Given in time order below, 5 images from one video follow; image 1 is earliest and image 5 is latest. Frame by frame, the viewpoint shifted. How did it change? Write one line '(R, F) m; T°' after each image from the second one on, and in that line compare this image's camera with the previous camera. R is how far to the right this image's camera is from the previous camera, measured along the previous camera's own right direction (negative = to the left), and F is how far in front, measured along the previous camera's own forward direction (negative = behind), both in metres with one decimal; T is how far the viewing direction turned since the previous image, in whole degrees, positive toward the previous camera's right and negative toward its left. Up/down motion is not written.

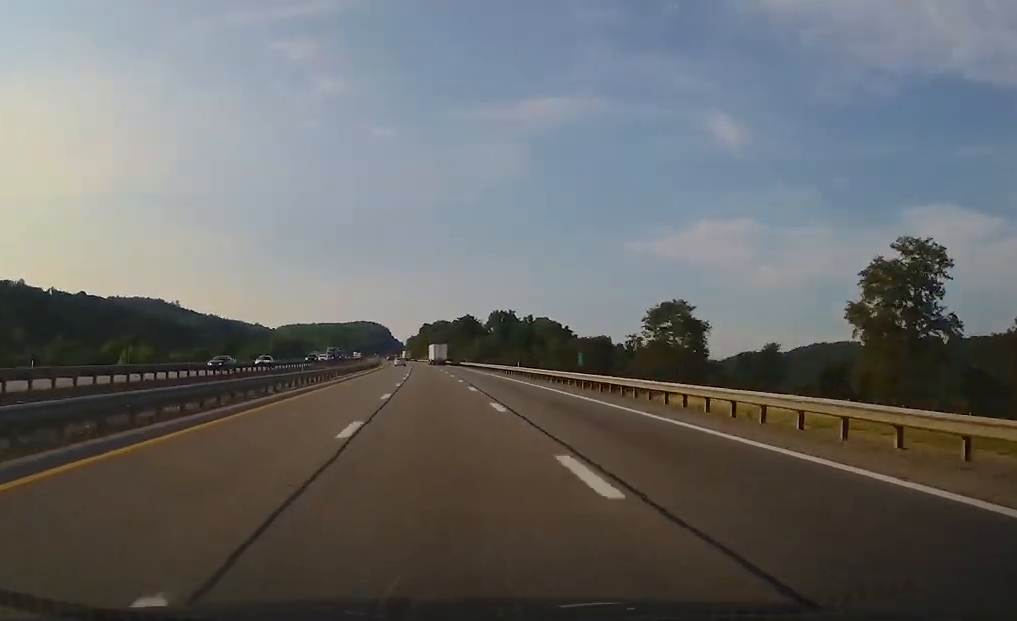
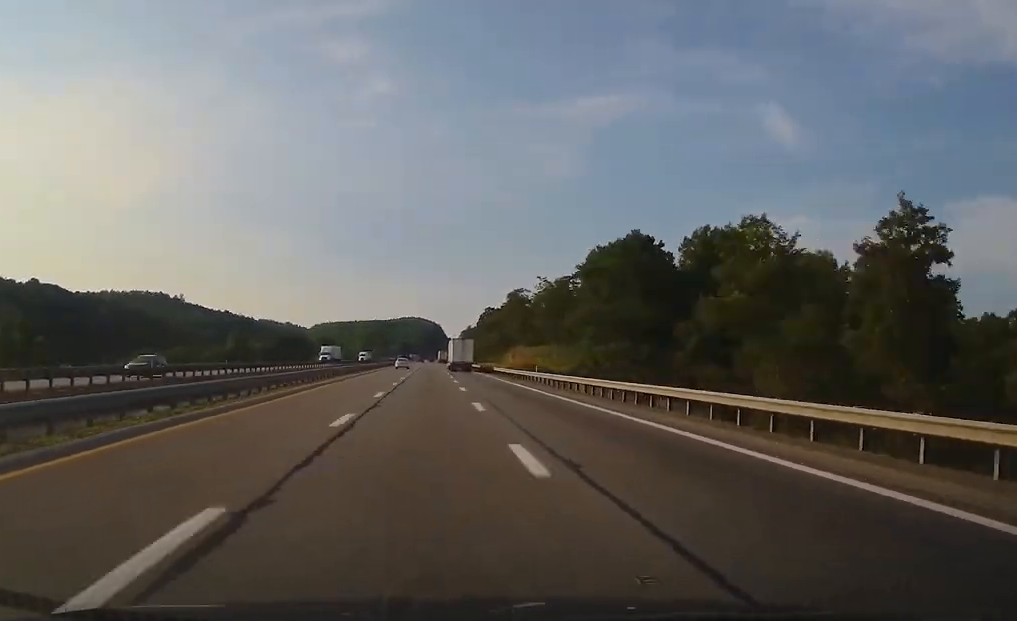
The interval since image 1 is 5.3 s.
(-5.5, +189.1) m; -3°
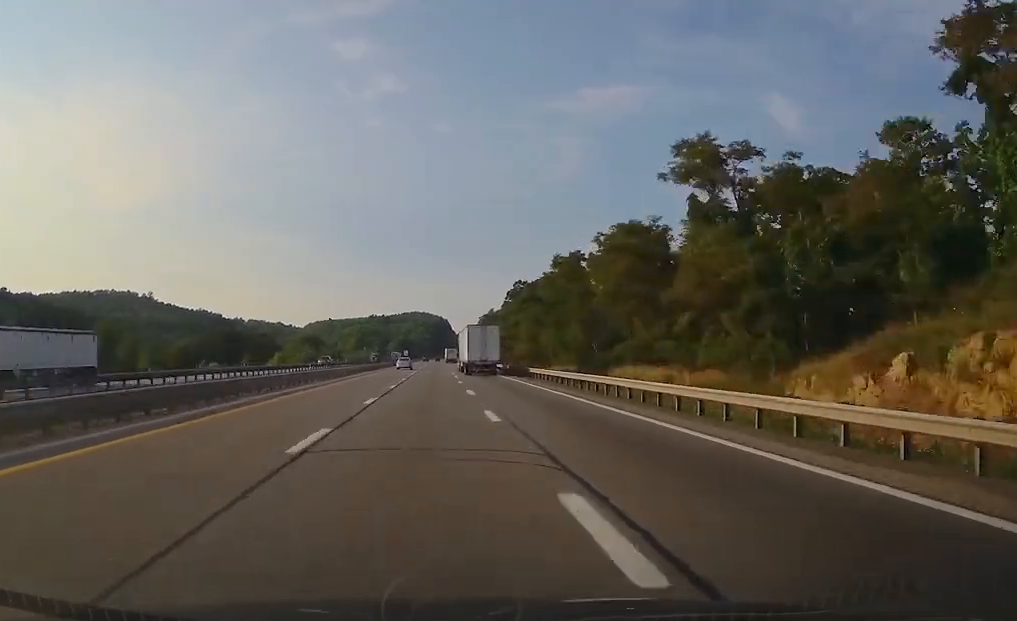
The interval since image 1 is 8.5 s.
(-1.3, +112.3) m; -1°
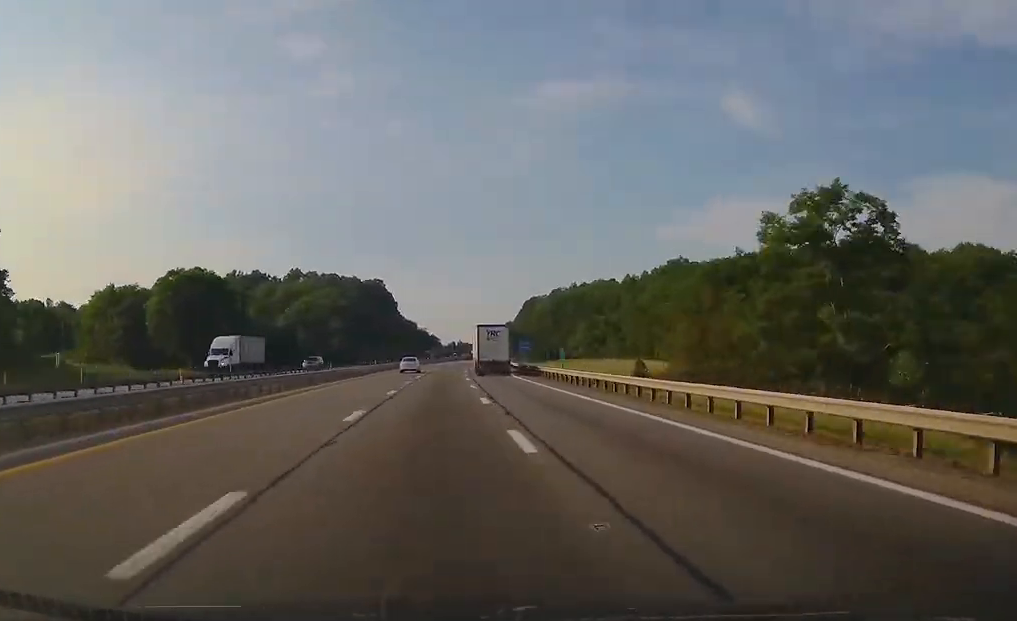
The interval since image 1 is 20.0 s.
(+10.3, +394.7) m; +6°
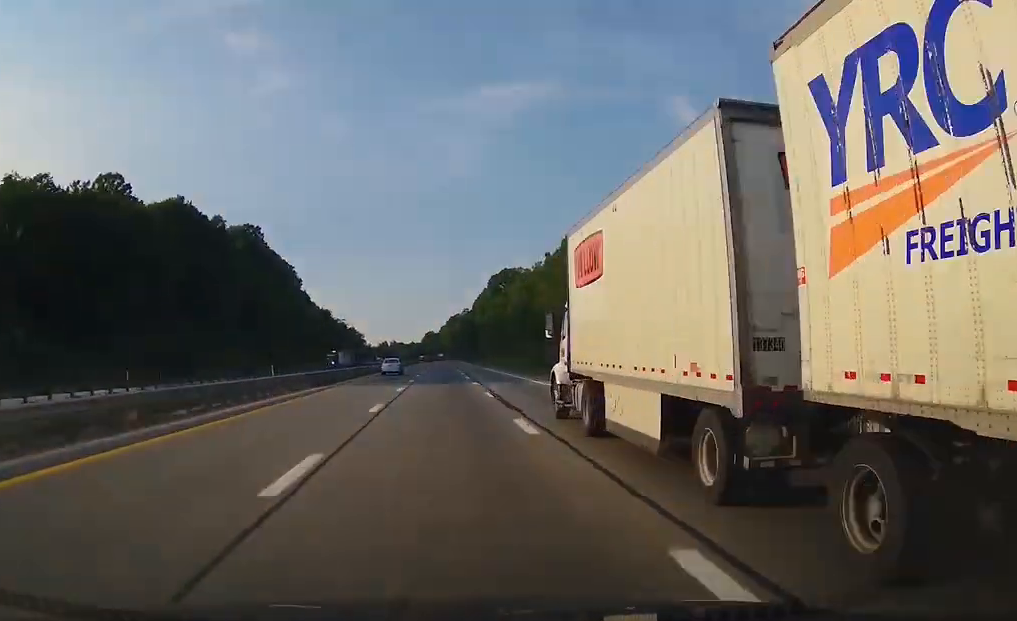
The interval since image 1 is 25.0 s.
(+6.9, +167.6) m; +3°
